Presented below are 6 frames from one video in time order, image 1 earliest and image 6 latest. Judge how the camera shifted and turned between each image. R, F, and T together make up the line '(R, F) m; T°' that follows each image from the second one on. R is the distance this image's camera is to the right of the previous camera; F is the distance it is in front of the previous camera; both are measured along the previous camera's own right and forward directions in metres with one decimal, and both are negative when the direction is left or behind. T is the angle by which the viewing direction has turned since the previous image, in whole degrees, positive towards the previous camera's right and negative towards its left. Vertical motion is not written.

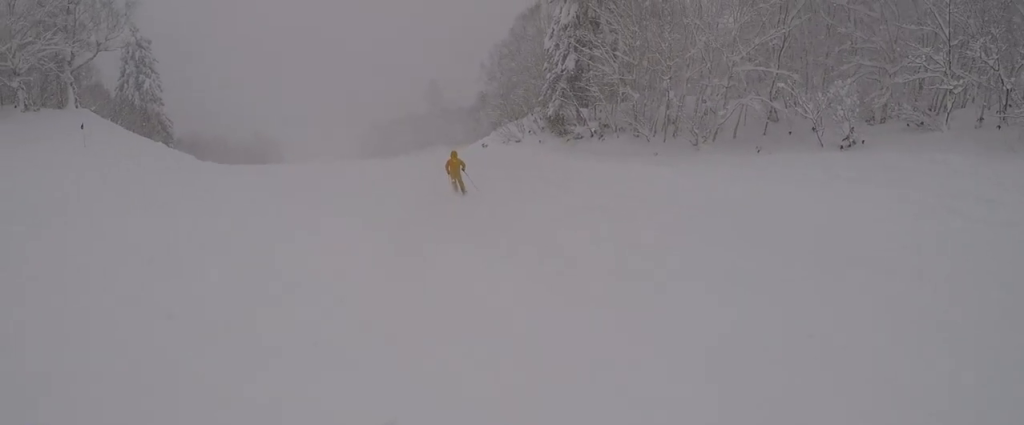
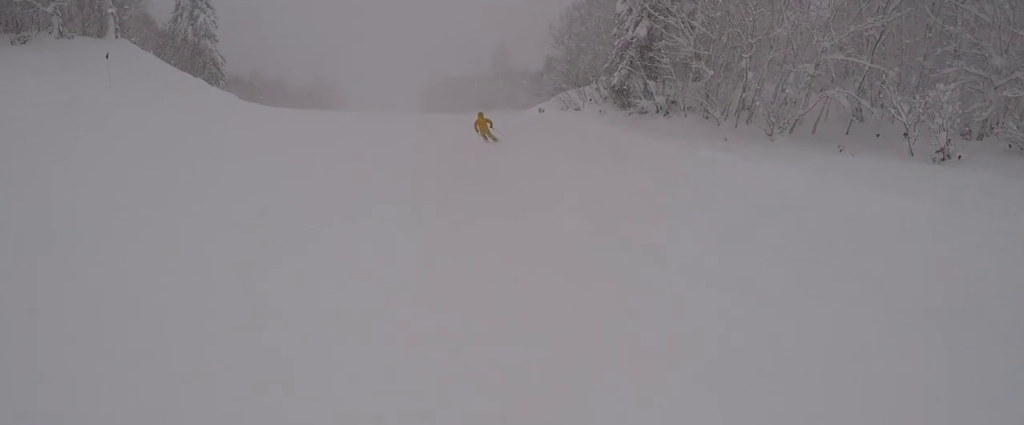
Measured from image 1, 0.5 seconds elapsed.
(-0.3, +2.9) m; -13°
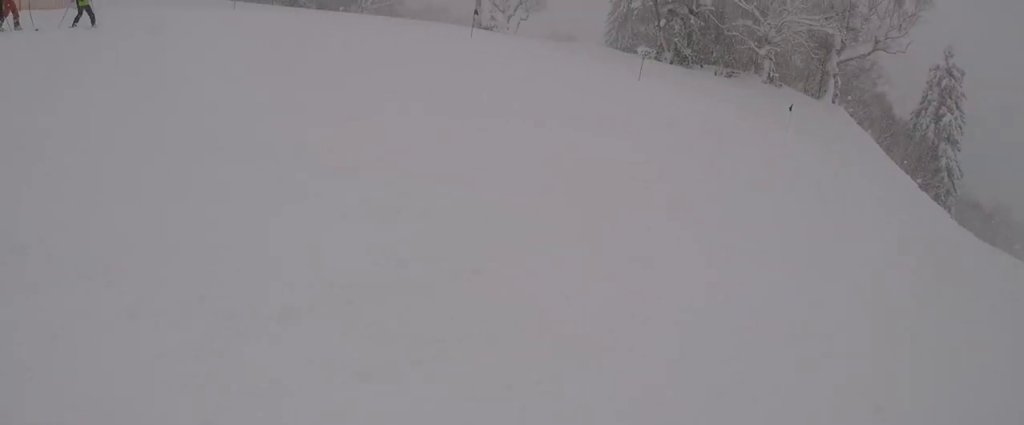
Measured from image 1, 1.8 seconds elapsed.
(-2.8, +6.2) m; -36°
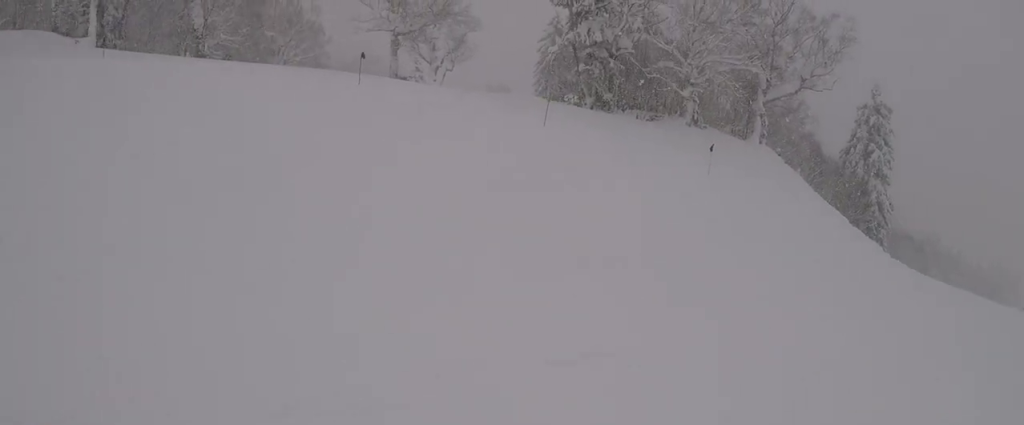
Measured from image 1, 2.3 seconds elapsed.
(-0.5, +2.6) m; -5°
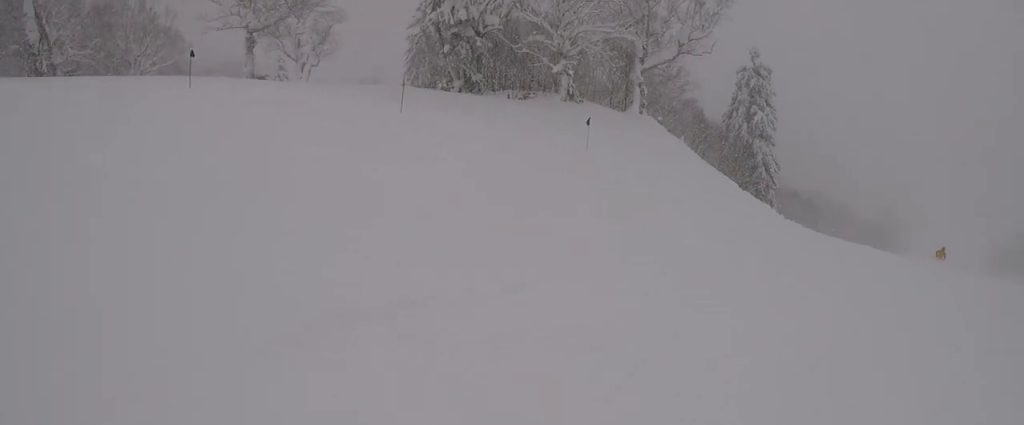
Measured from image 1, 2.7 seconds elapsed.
(+0.3, +2.1) m; +6°
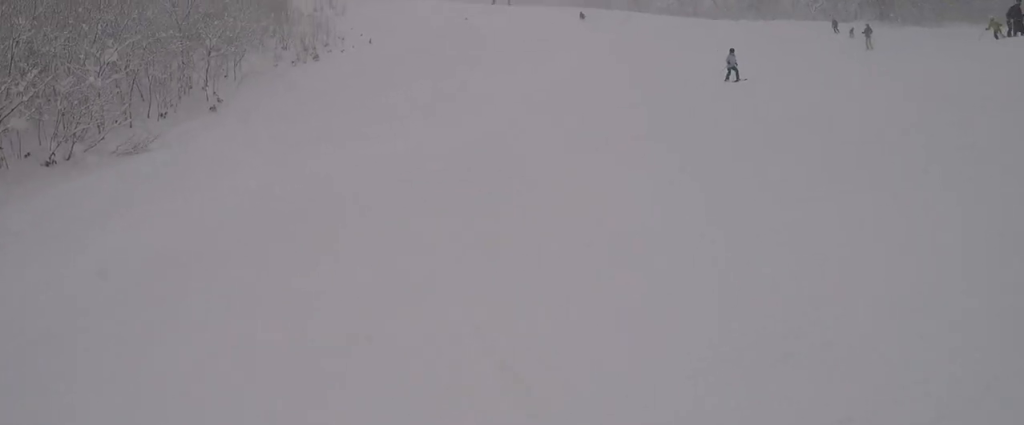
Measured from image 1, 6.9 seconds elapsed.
(+7.0, +10.4) m; +95°
